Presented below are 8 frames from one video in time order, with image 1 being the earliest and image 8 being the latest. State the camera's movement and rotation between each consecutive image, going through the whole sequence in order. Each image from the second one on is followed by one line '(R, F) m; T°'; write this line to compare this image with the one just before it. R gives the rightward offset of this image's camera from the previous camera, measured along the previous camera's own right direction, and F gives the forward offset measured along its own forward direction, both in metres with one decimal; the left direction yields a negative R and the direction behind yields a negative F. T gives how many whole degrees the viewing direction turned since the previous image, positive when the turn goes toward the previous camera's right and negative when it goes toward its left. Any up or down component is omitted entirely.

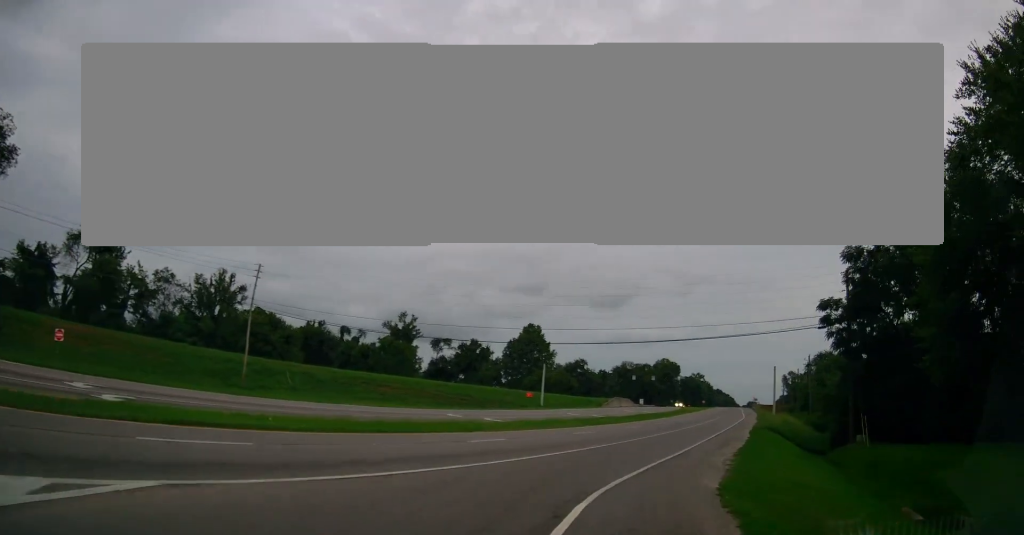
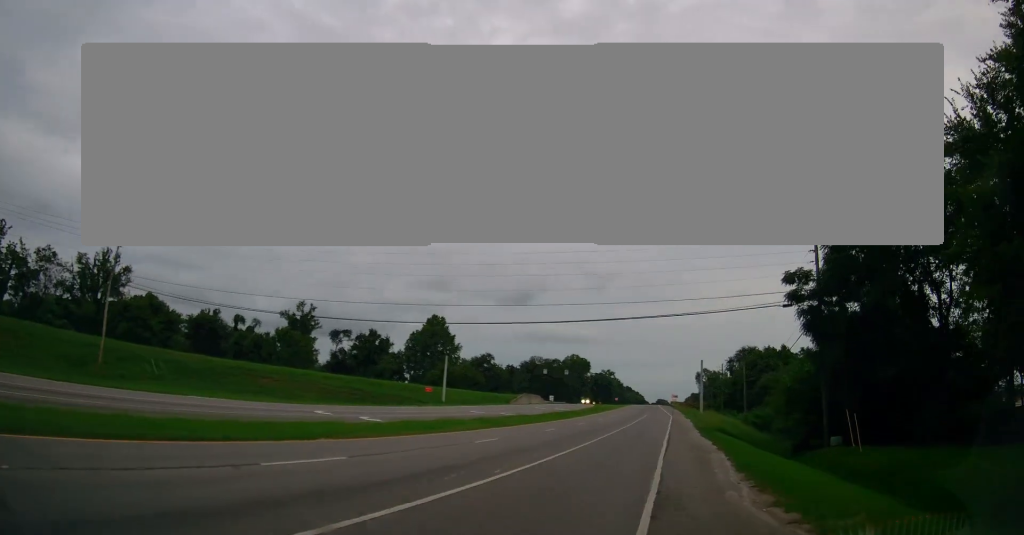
(+1.4, +10.5) m; +11°
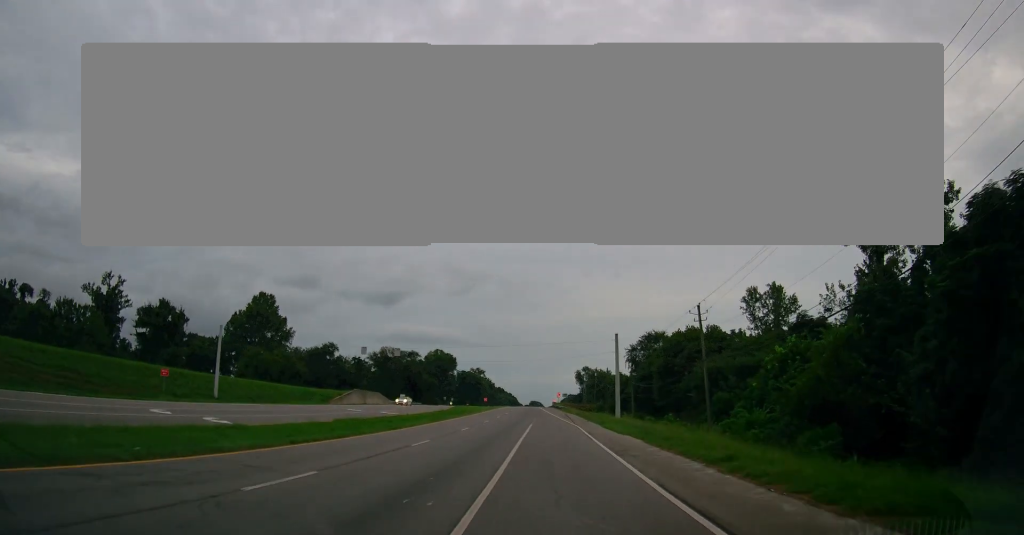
(+9.1, +34.0) m; +24°
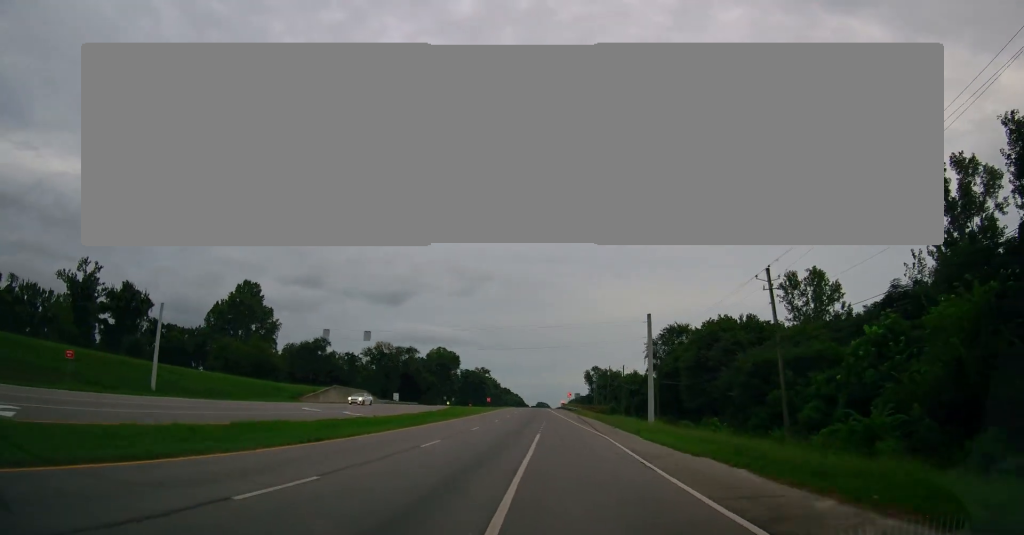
(+0.1, +12.8) m; -1°
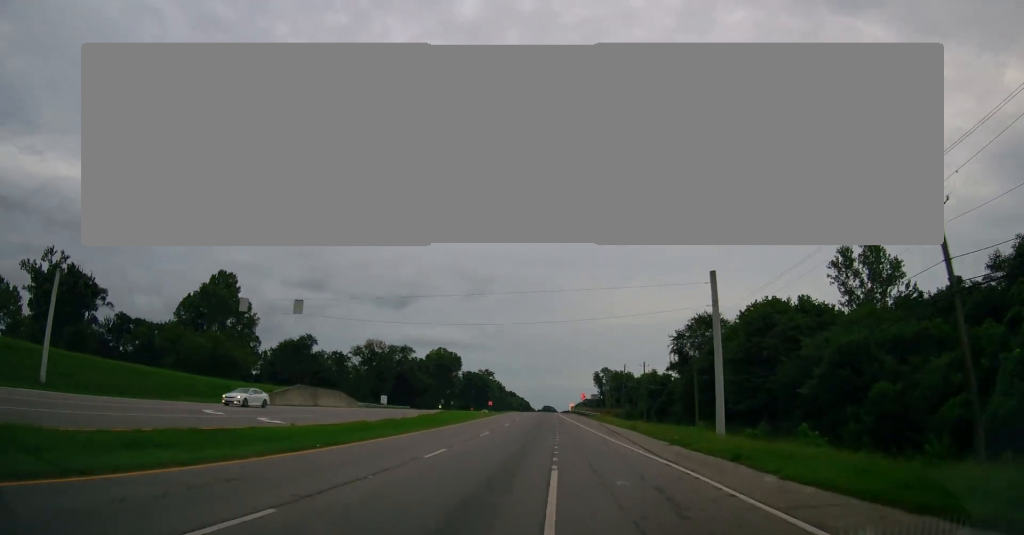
(-0.2, +14.7) m; -1°
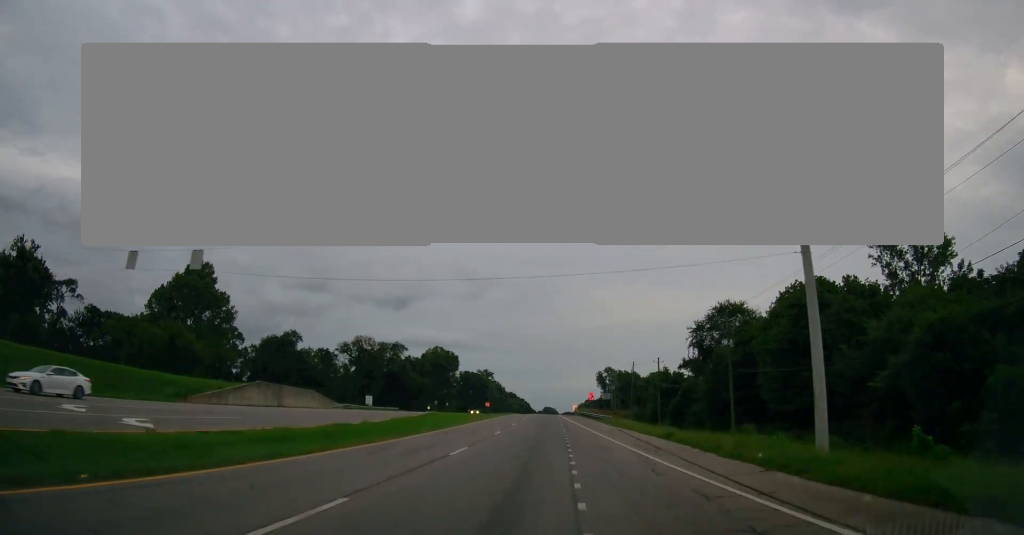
(-0.1, +10.2) m; -1°
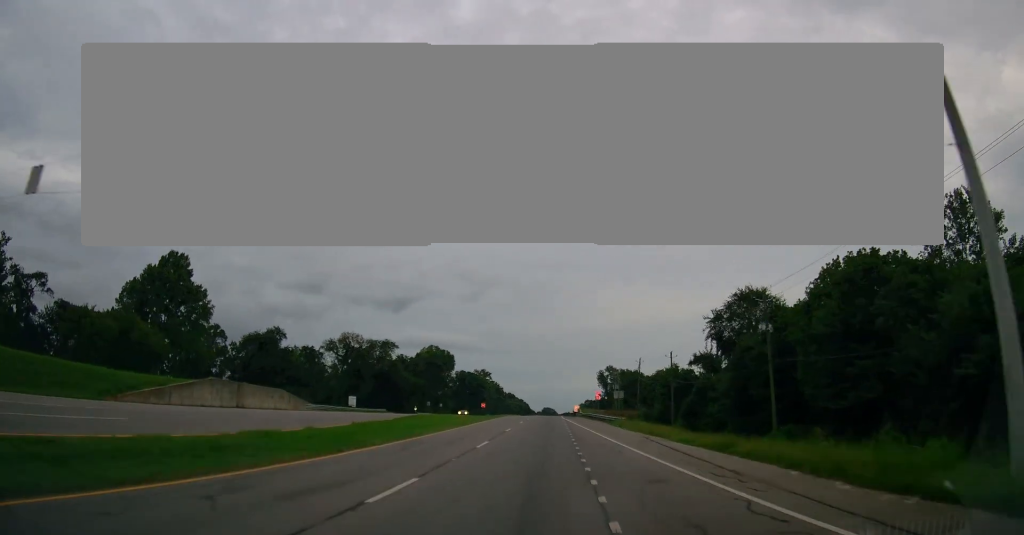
(+0.1, +8.8) m; 0°
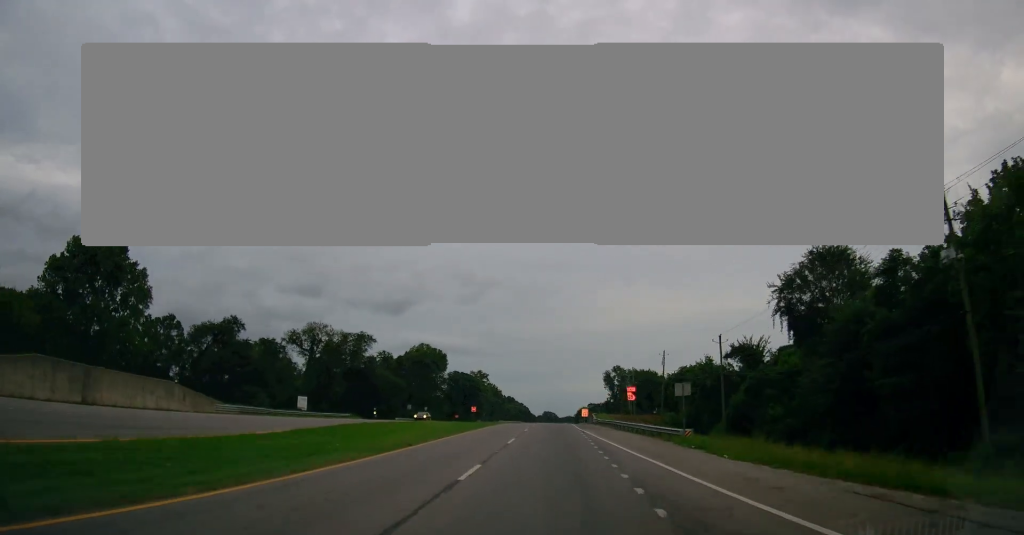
(-0.2, +20.3) m; -1°
